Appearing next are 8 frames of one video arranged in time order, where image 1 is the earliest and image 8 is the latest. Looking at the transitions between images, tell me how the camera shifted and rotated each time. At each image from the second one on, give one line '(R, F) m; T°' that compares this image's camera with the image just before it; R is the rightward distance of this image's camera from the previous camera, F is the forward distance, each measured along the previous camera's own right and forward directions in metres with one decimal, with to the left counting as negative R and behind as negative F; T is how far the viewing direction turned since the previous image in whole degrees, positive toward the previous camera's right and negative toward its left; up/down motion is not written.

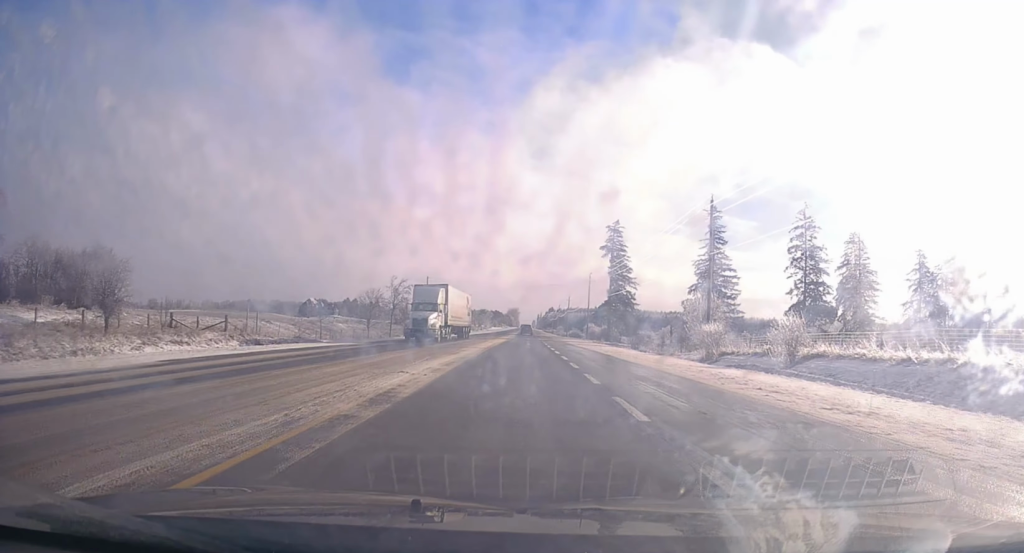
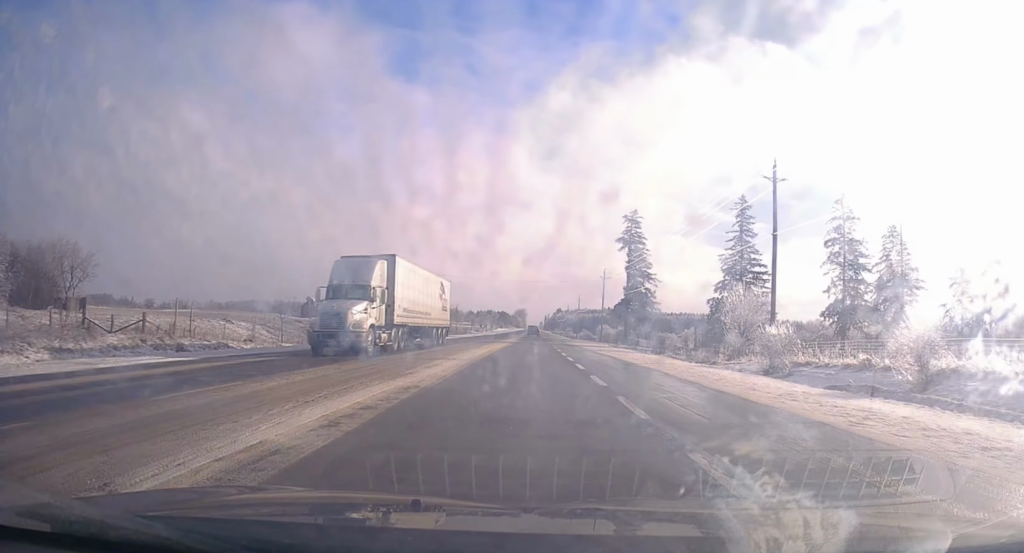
(0.0, +11.8) m; 0°
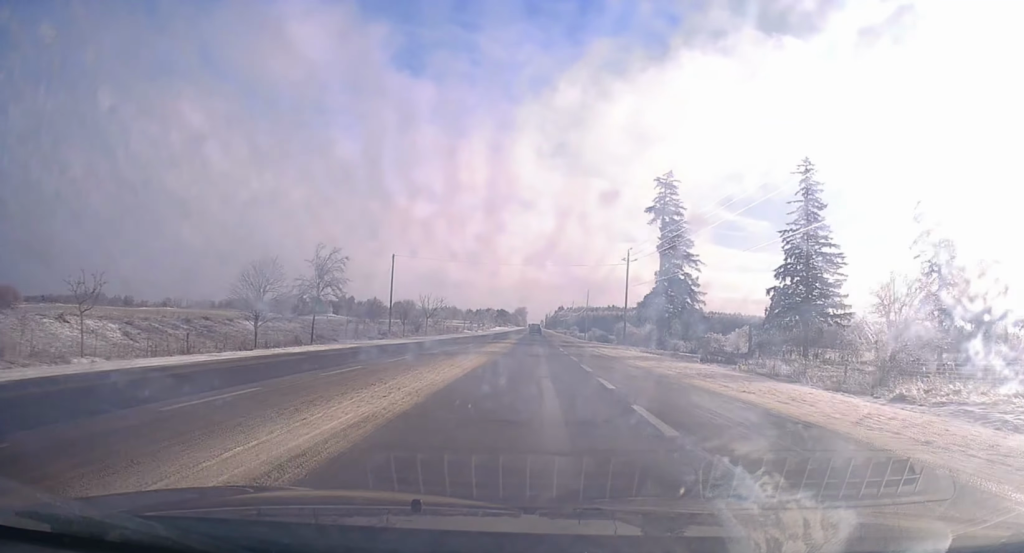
(-0.2, +24.1) m; -2°
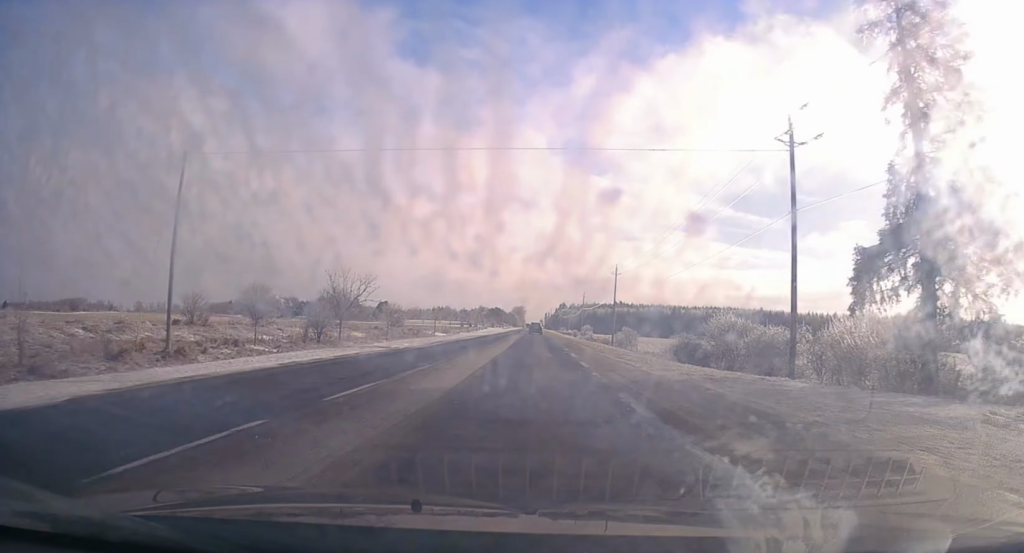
(+0.1, +51.4) m; +2°
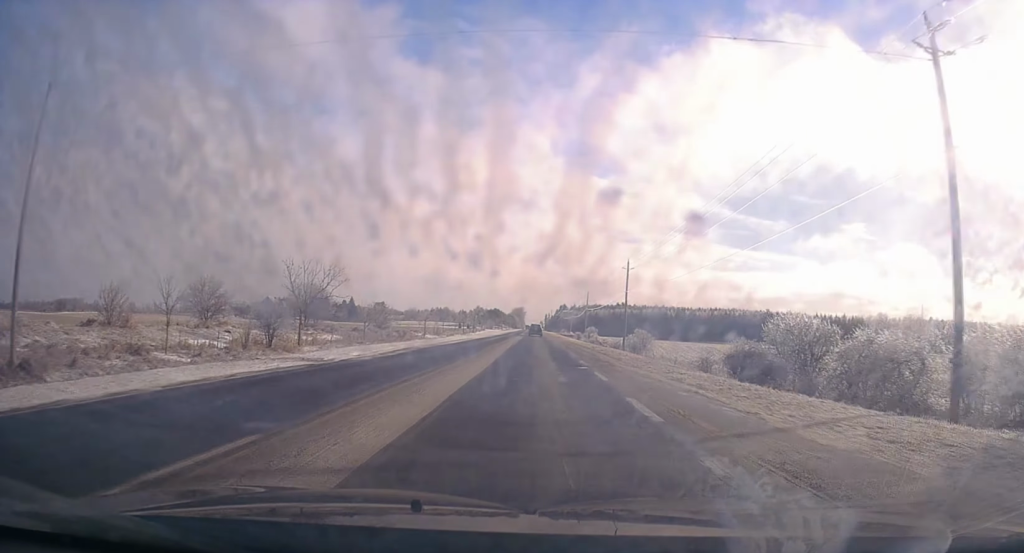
(+0.1, +11.6) m; 0°
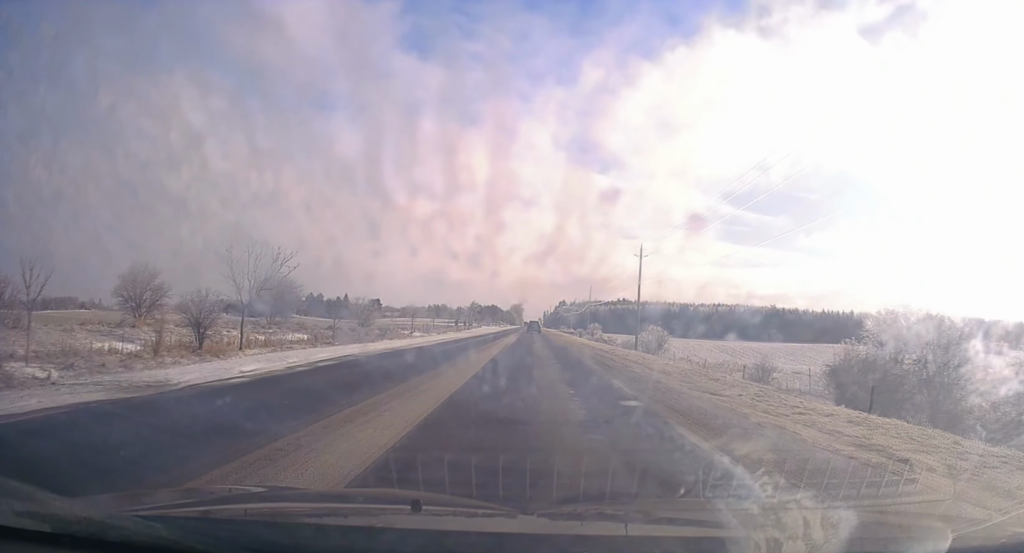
(-0.2, +11.2) m; 0°
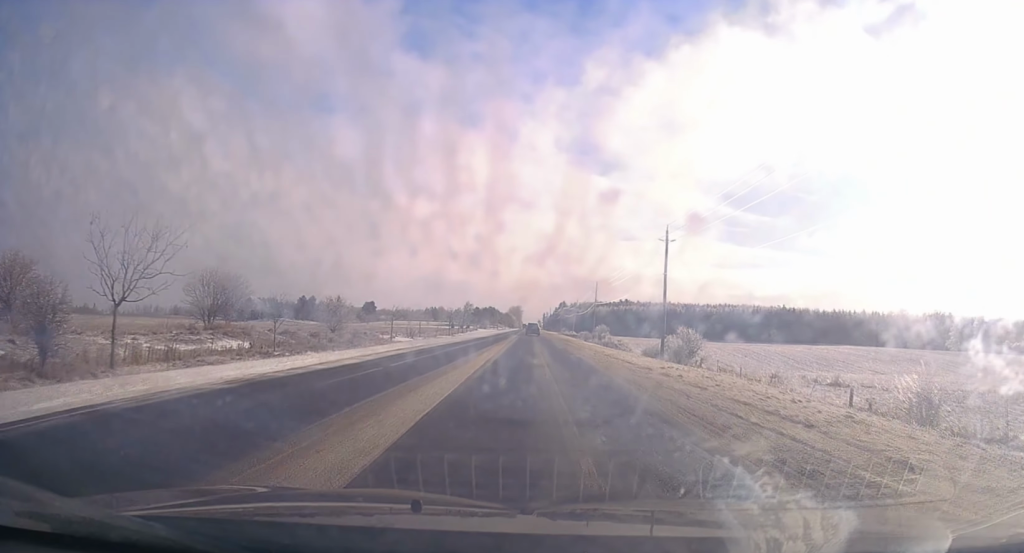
(0.0, +14.9) m; 0°
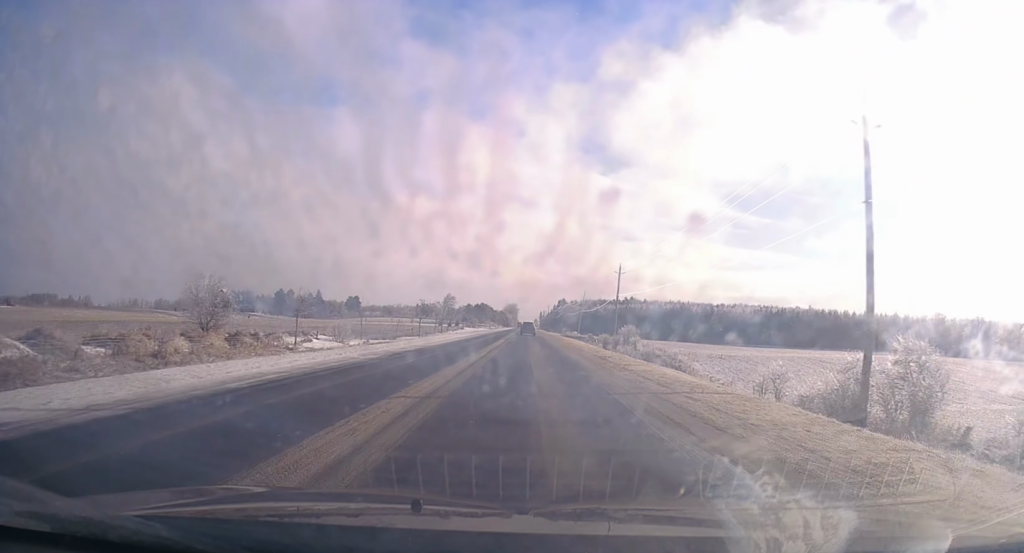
(-0.2, +36.0) m; -1°
